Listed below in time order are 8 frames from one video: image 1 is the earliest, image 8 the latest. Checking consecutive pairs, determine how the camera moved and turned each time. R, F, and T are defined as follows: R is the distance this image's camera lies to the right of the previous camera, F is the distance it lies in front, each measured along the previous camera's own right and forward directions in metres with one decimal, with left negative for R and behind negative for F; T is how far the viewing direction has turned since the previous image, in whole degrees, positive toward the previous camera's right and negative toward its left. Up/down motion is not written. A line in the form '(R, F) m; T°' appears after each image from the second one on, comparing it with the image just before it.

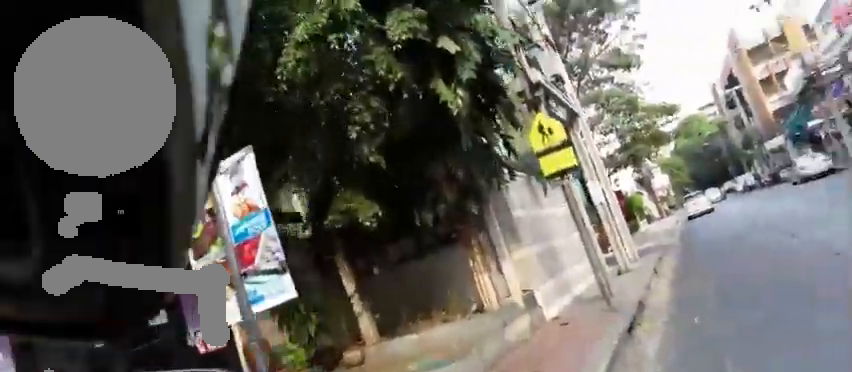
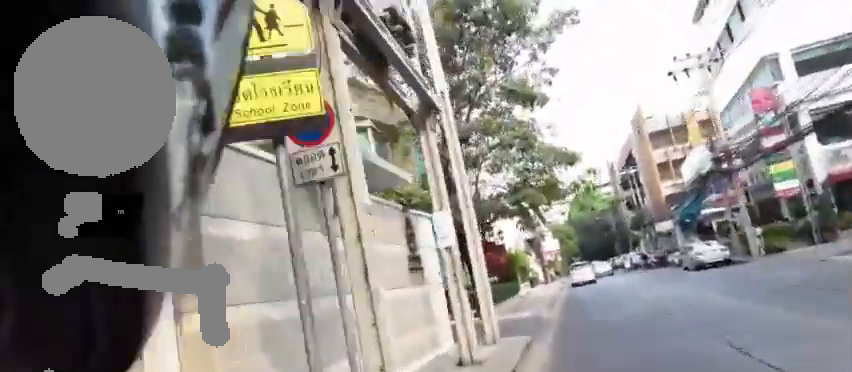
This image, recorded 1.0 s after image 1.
(0.0, +7.3) m; 0°
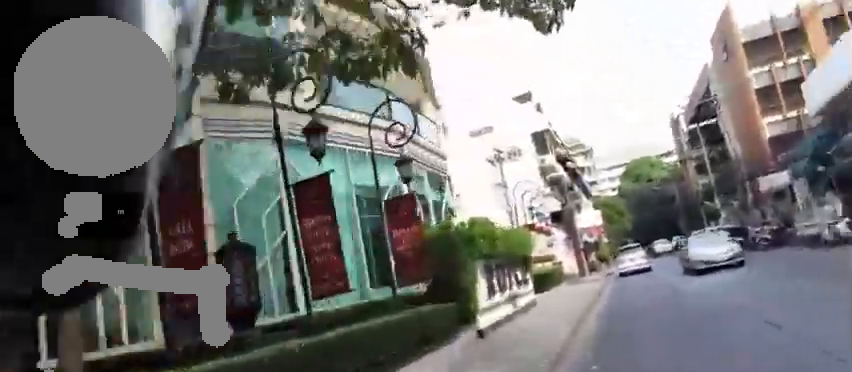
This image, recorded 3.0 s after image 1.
(0.0, +14.1) m; 0°
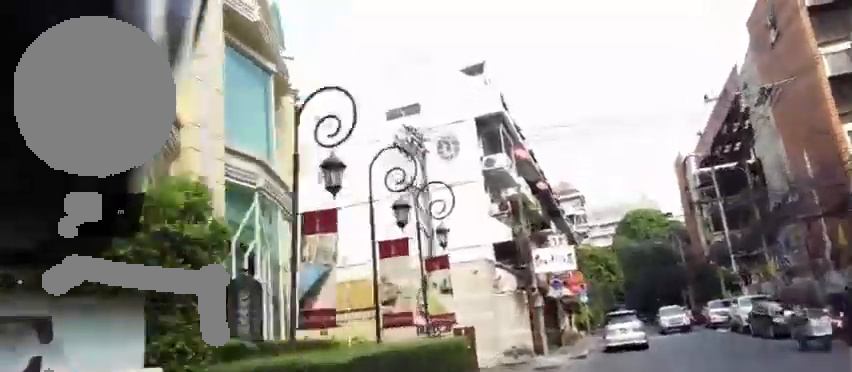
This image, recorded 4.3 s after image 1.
(0.0, +8.5) m; 0°
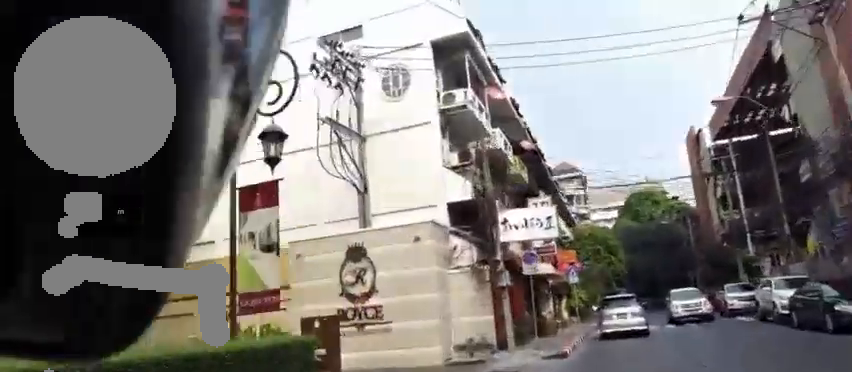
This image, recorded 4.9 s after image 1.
(0.0, +3.4) m; 0°
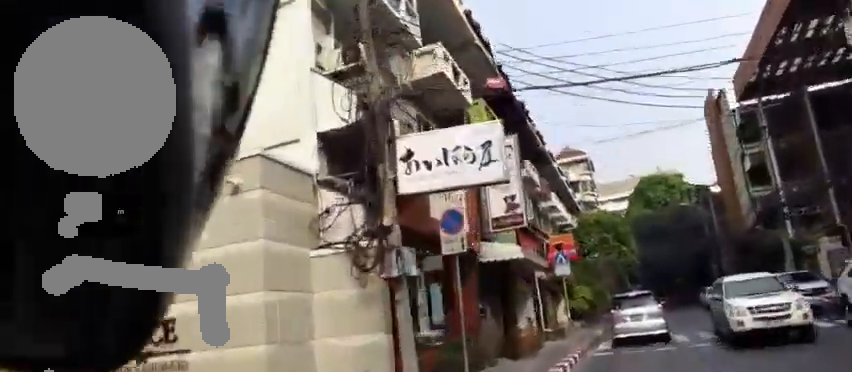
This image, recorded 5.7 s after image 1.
(0.0, +4.5) m; 0°
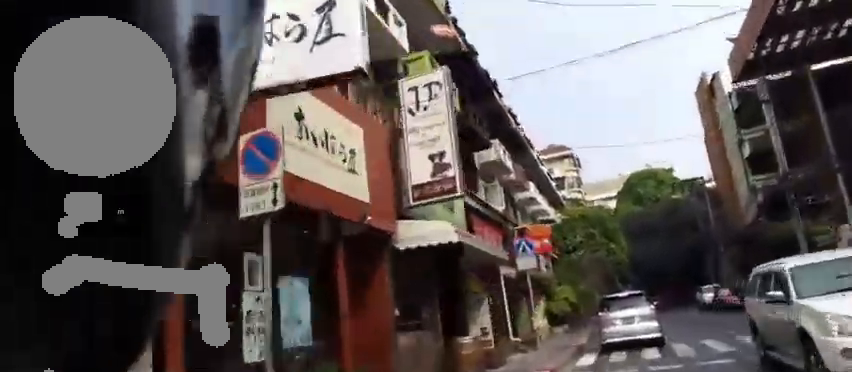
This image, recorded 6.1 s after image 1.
(0.0, +2.7) m; 0°
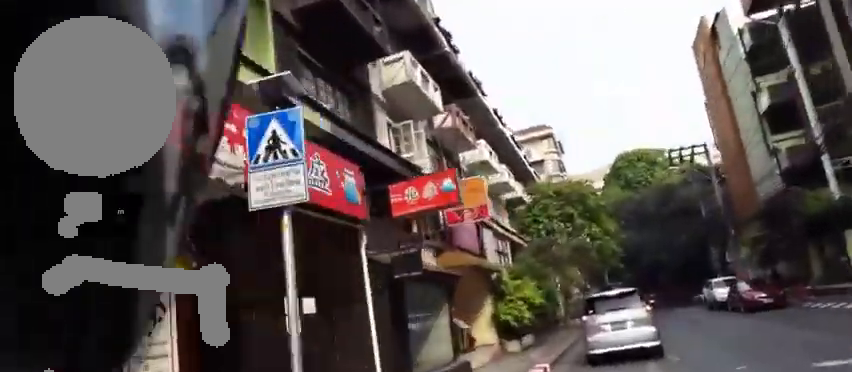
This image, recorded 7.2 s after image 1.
(0.0, +6.0) m; +1°
